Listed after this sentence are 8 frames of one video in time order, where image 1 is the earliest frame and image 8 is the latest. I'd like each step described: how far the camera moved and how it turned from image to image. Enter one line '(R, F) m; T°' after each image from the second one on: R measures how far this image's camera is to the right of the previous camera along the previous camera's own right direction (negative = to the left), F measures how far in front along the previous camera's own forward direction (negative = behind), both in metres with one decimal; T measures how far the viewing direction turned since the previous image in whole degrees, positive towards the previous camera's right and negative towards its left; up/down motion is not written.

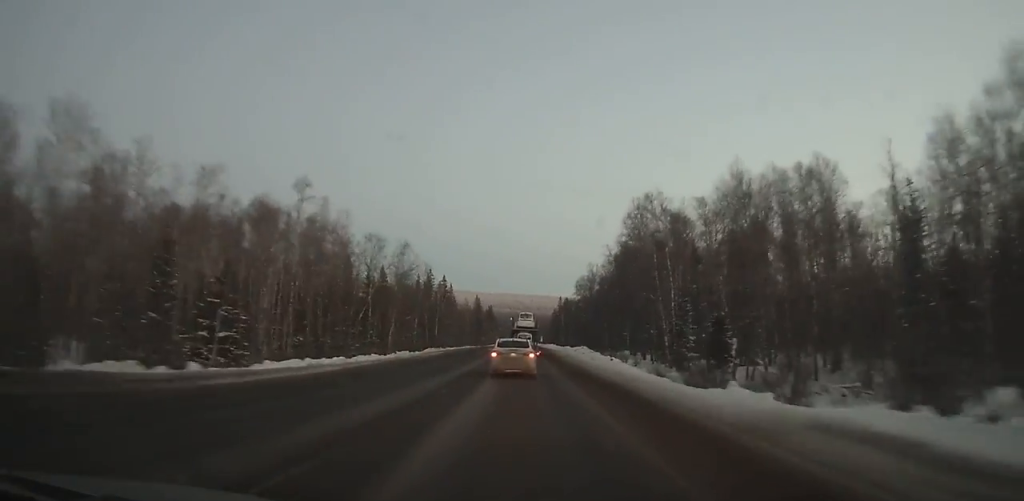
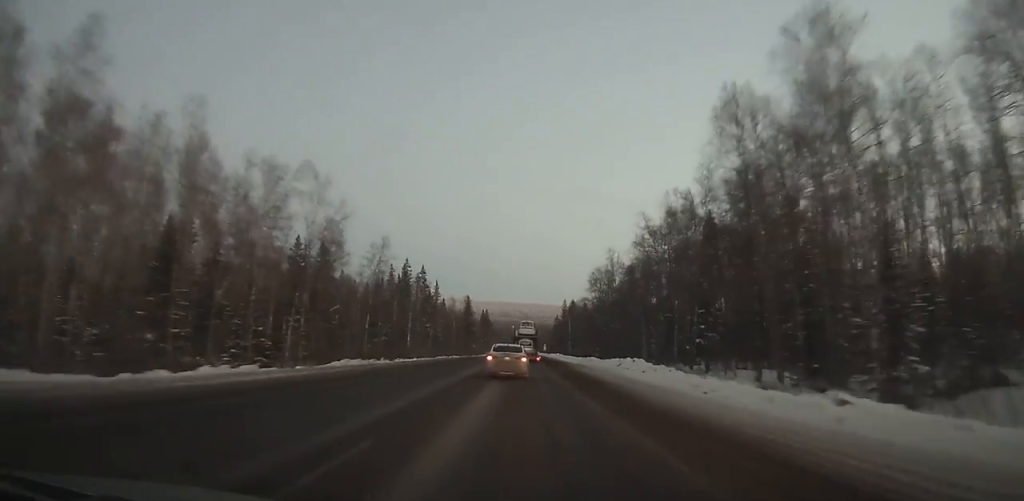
(+0.2, +37.5) m; 0°
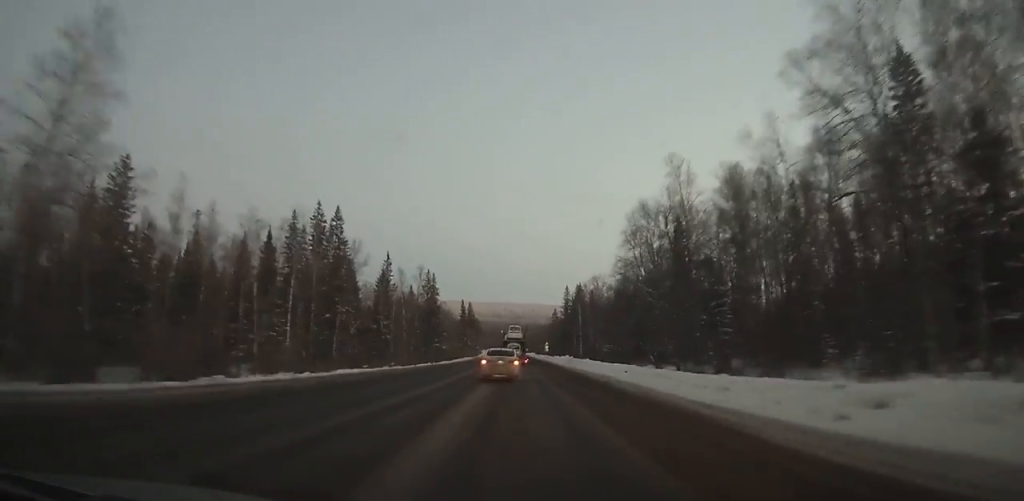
(-0.1, +56.2) m; 0°
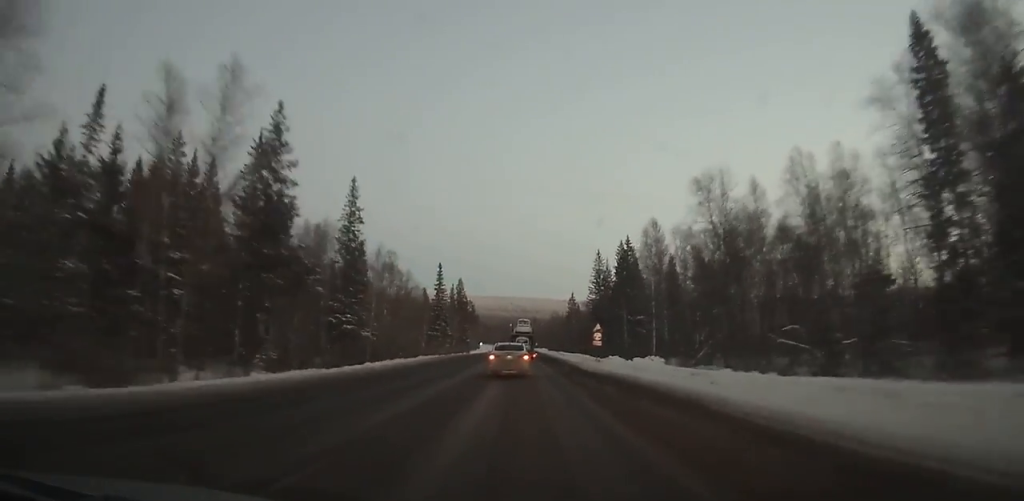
(-0.1, +64.6) m; 0°
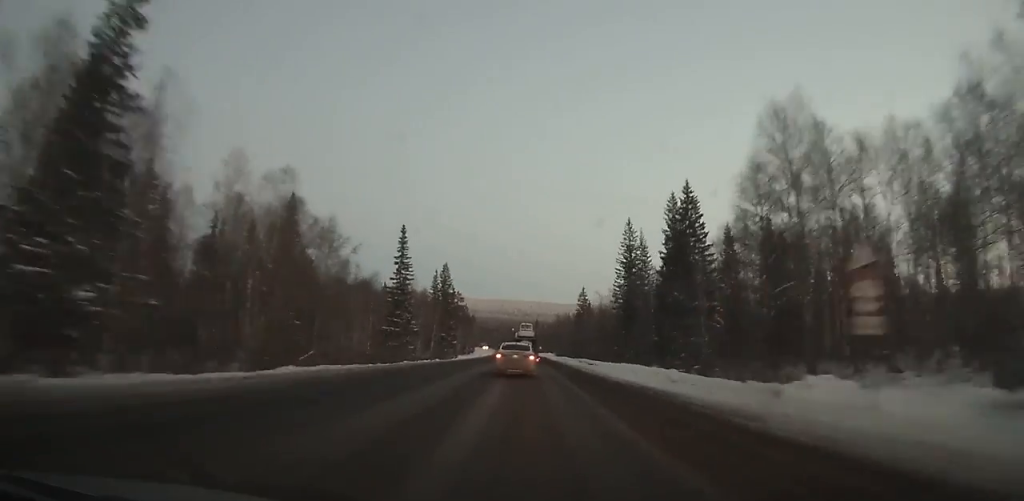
(+0.2, +37.4) m; 0°
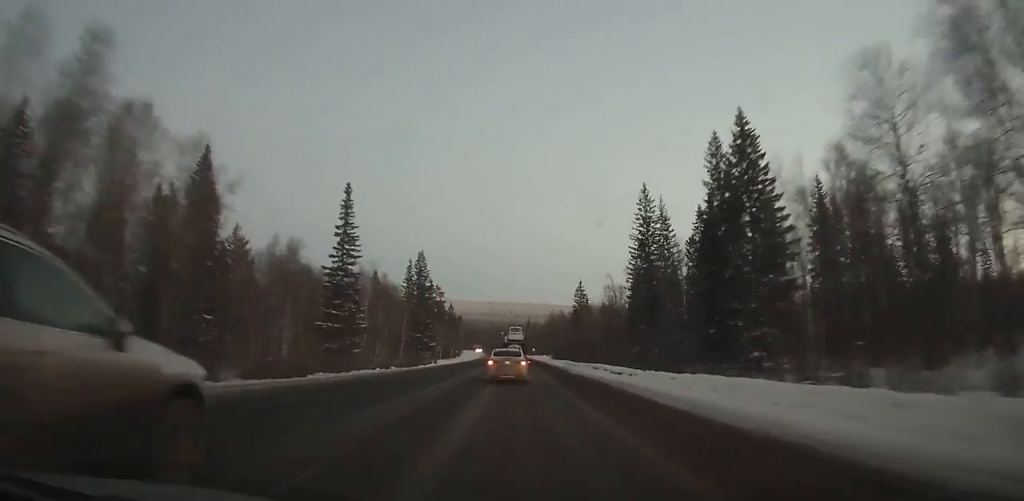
(+0.1, +21.3) m; 0°
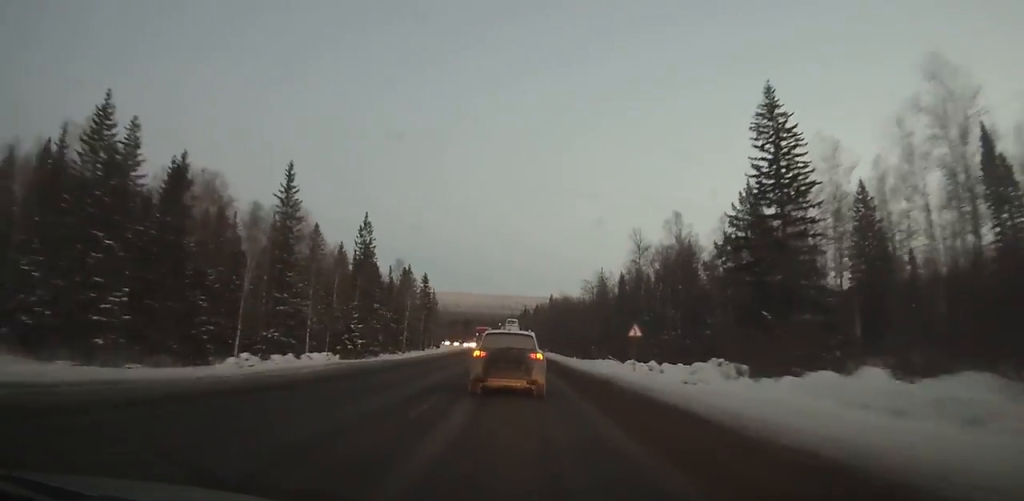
(-1.4, +133.2) m; -2°
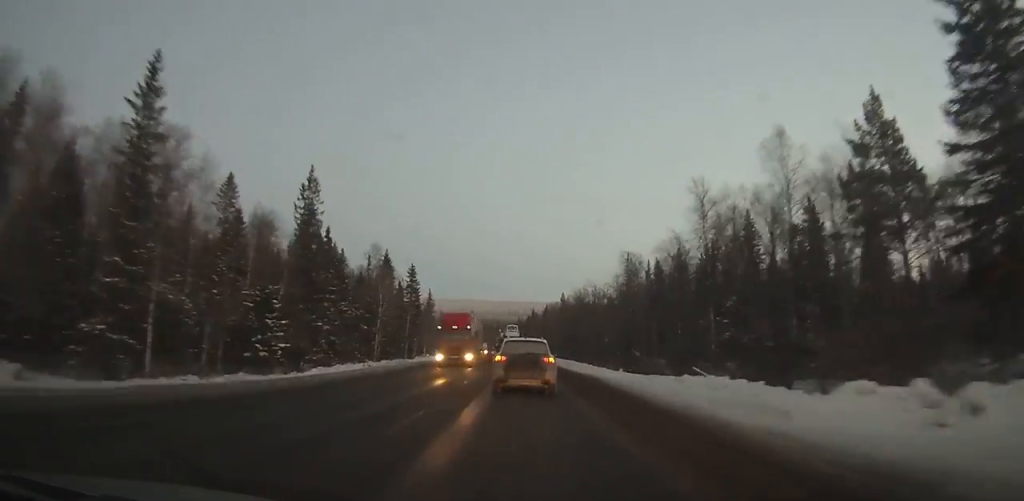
(-0.2, +26.2) m; -1°
